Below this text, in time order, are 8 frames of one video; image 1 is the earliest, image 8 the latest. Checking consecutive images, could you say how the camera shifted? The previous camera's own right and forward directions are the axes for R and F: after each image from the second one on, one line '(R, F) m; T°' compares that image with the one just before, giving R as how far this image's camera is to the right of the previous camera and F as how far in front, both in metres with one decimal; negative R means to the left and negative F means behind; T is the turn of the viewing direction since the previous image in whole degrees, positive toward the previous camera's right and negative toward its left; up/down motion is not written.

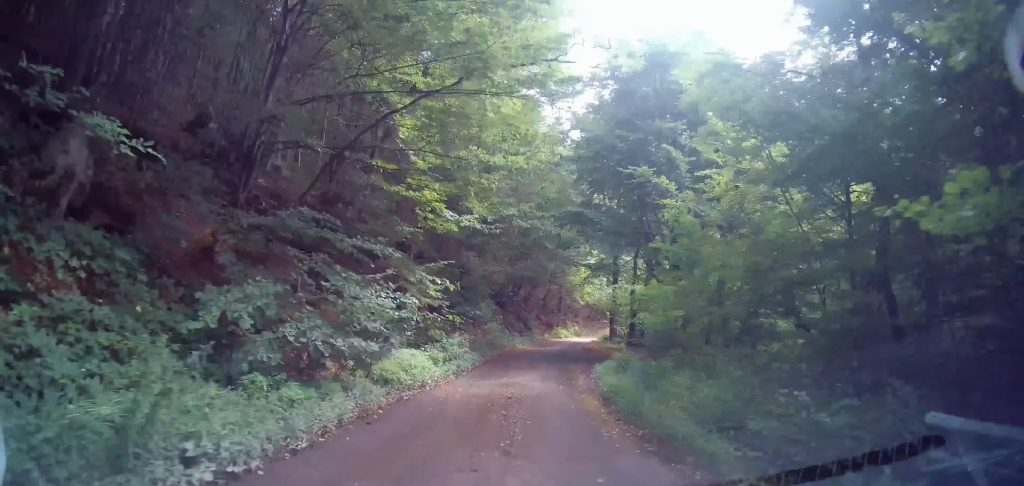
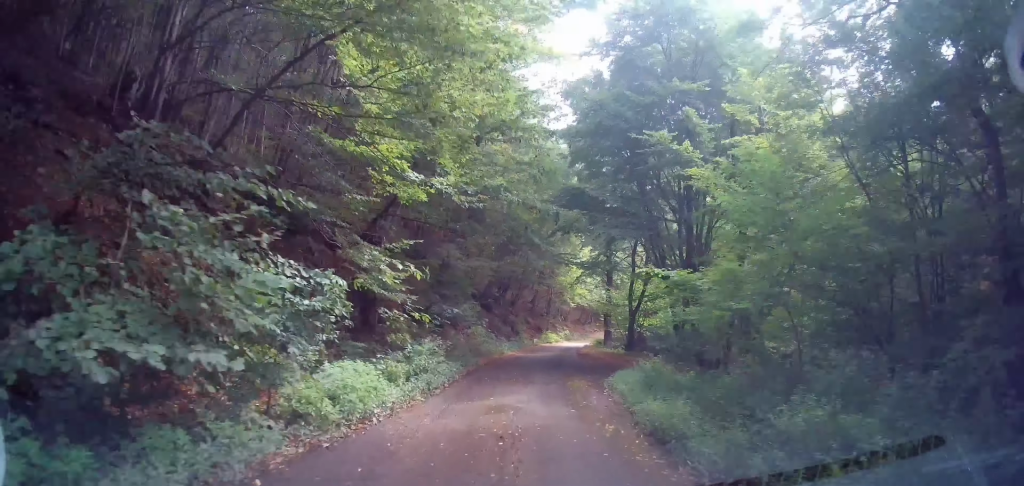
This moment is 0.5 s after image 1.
(-0.1, +3.3) m; +3°
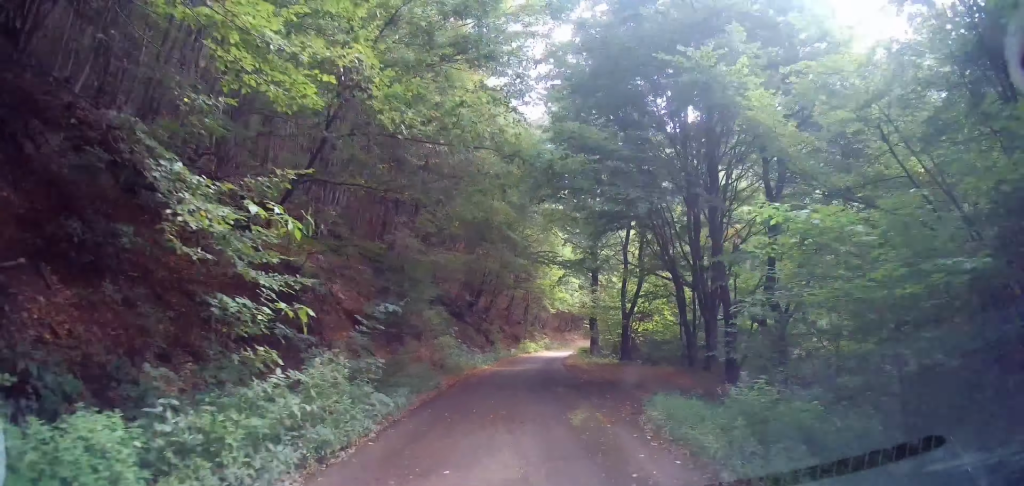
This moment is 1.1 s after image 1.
(+0.1, +4.6) m; +5°
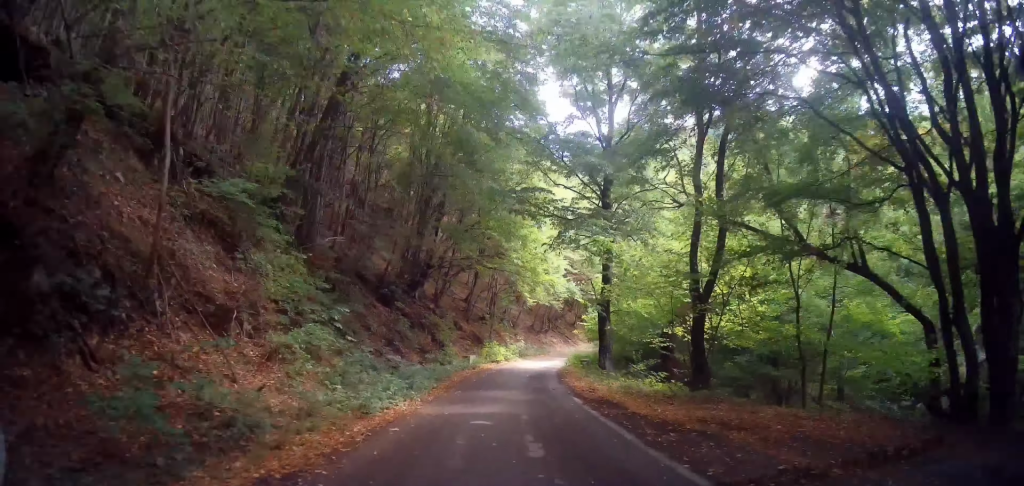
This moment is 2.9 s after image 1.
(+1.8, +14.5) m; +8°
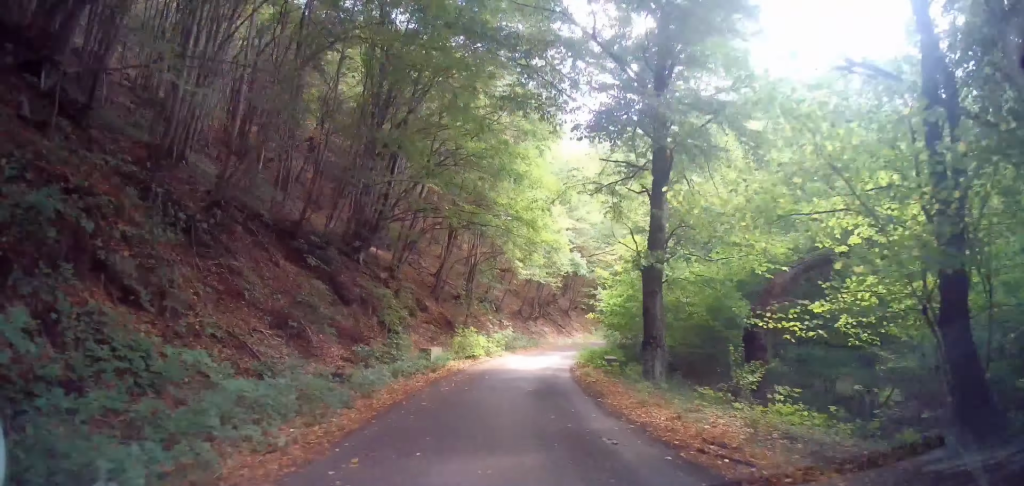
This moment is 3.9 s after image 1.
(-0.1, +9.3) m; +3°
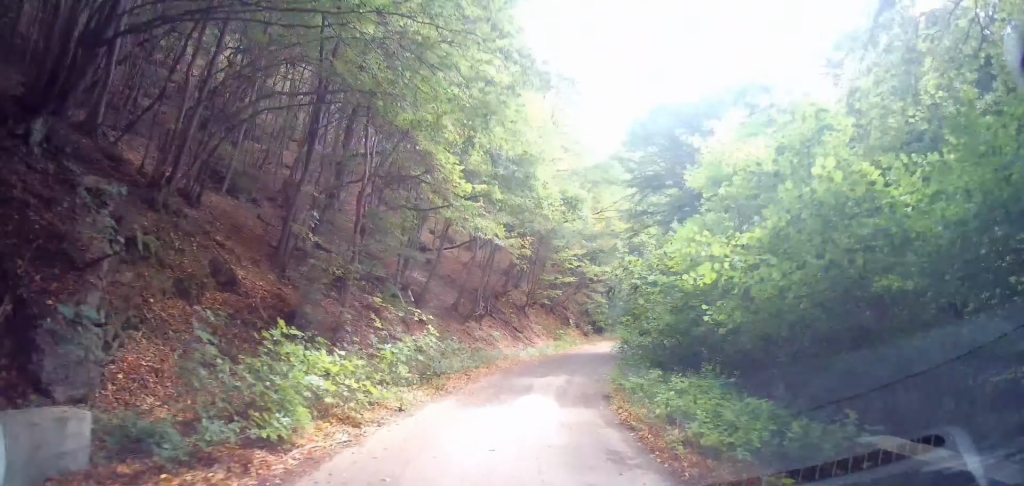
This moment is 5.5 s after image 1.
(+1.0, +14.8) m; +6°
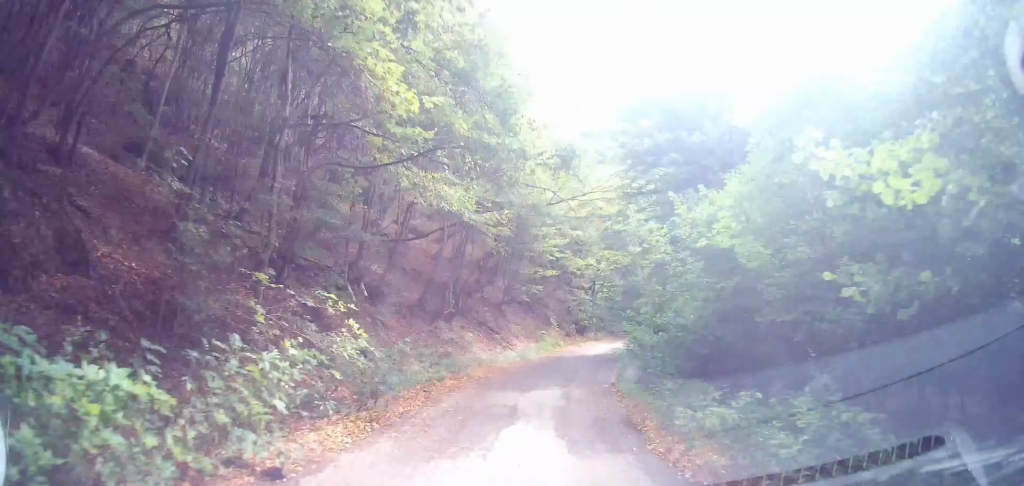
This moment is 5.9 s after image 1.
(0.0, +3.8) m; +1°
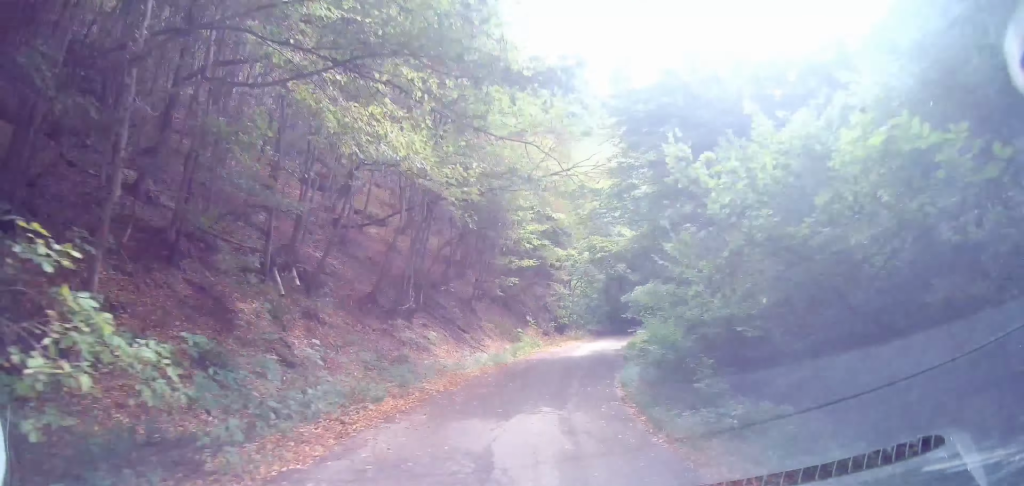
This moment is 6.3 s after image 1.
(+0.1, +3.9) m; +1°
